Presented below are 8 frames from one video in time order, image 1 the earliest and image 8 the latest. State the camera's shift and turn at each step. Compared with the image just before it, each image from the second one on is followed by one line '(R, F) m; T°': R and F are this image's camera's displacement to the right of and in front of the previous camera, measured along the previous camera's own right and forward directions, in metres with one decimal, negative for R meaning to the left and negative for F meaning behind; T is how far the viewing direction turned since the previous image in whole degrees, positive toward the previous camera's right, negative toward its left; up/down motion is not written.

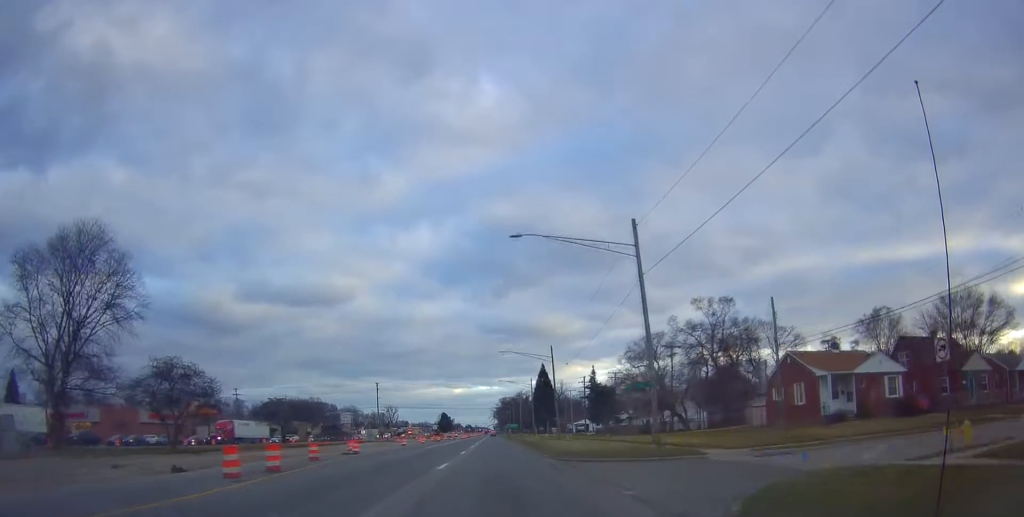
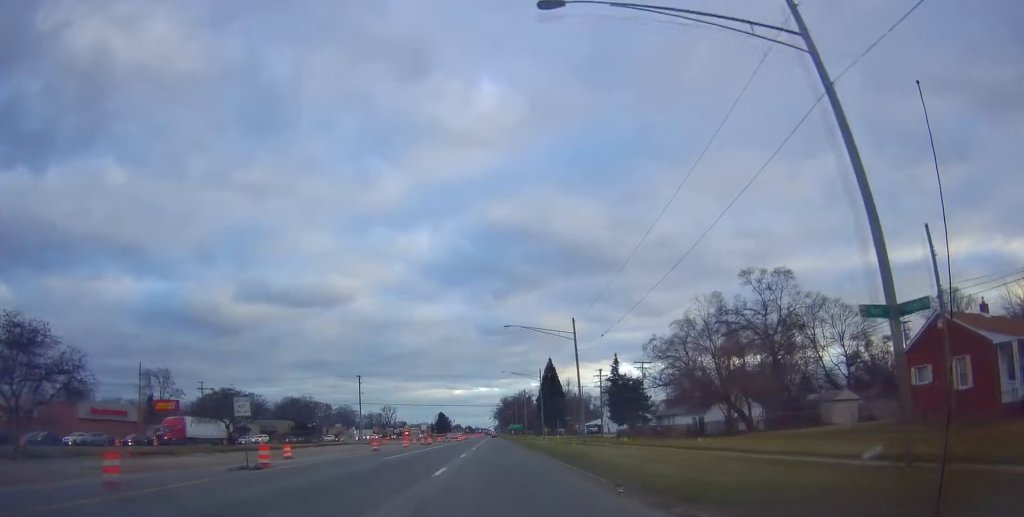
(+0.2, +17.4) m; -1°
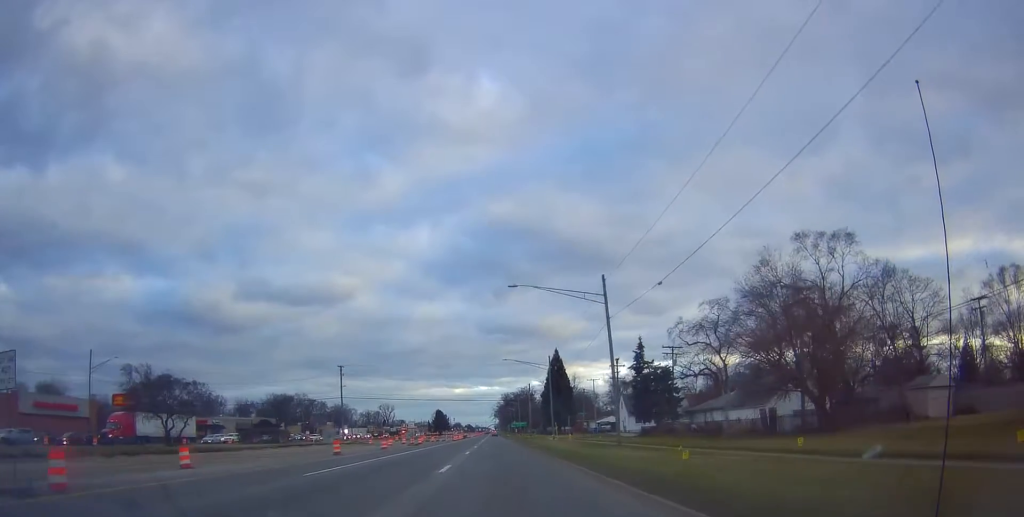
(-0.4, +13.4) m; 0°
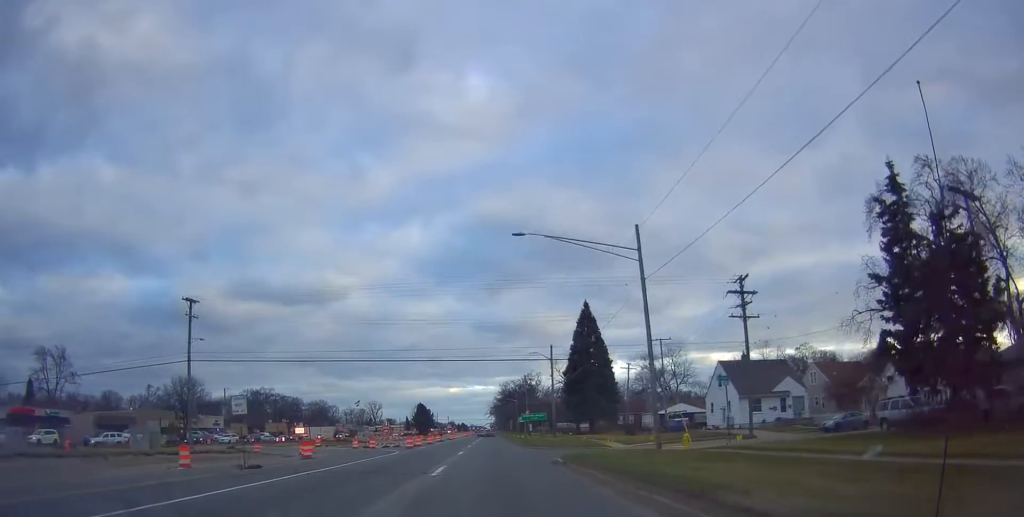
(-0.2, +48.0) m; 0°
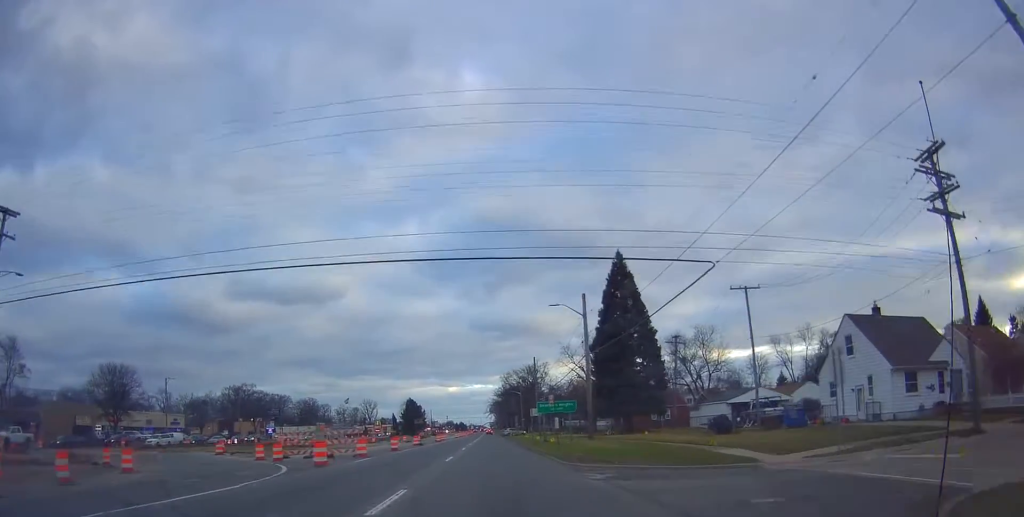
(+0.7, +24.2) m; +1°
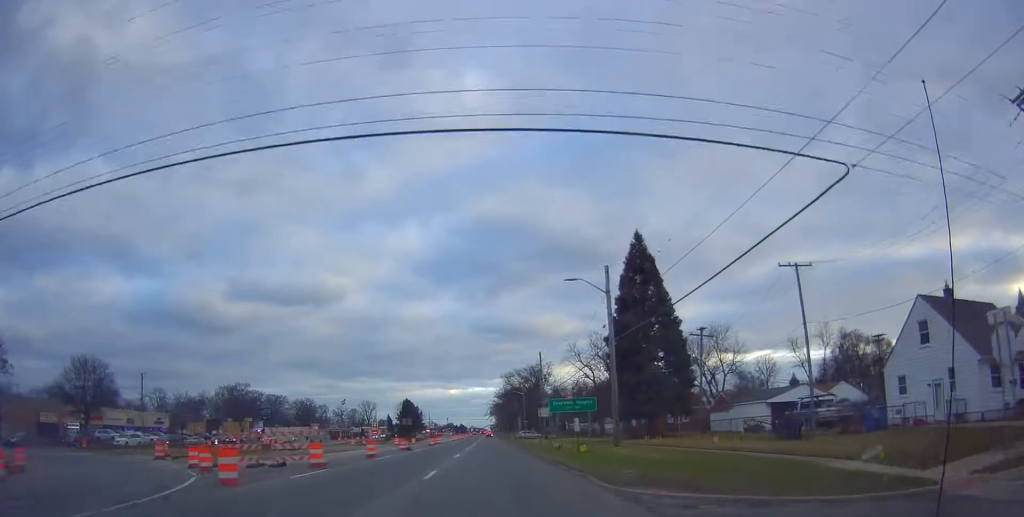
(+0.2, +8.1) m; -1°
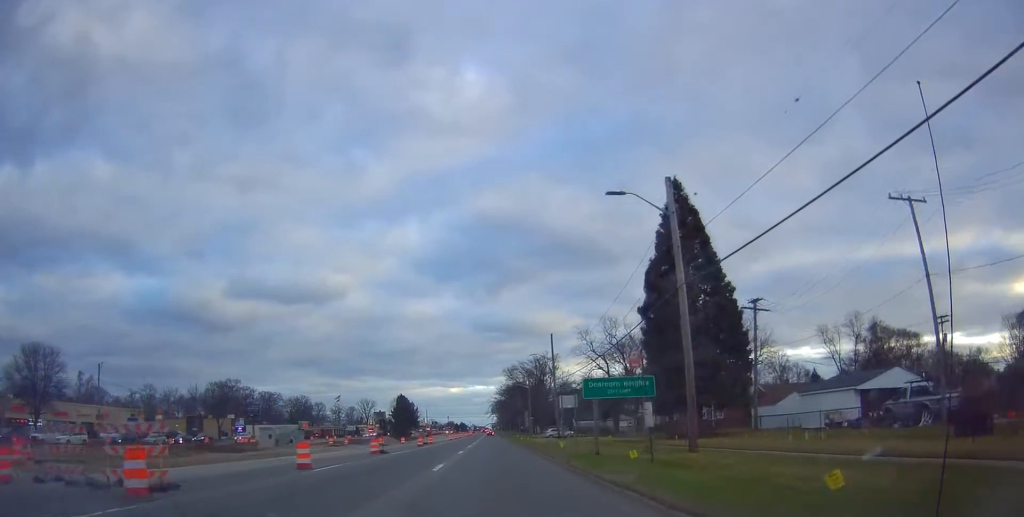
(-0.5, +12.4) m; -2°
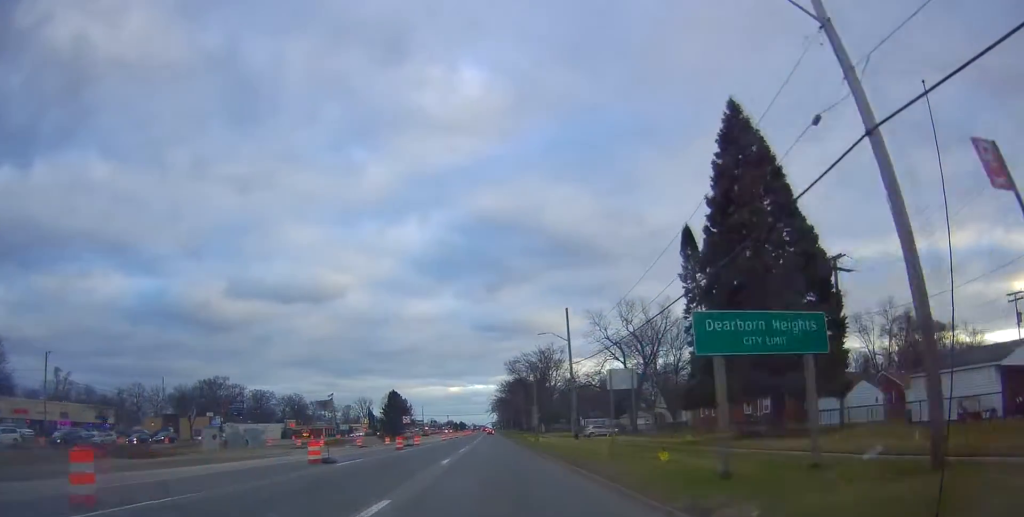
(-0.1, +12.6) m; 0°
